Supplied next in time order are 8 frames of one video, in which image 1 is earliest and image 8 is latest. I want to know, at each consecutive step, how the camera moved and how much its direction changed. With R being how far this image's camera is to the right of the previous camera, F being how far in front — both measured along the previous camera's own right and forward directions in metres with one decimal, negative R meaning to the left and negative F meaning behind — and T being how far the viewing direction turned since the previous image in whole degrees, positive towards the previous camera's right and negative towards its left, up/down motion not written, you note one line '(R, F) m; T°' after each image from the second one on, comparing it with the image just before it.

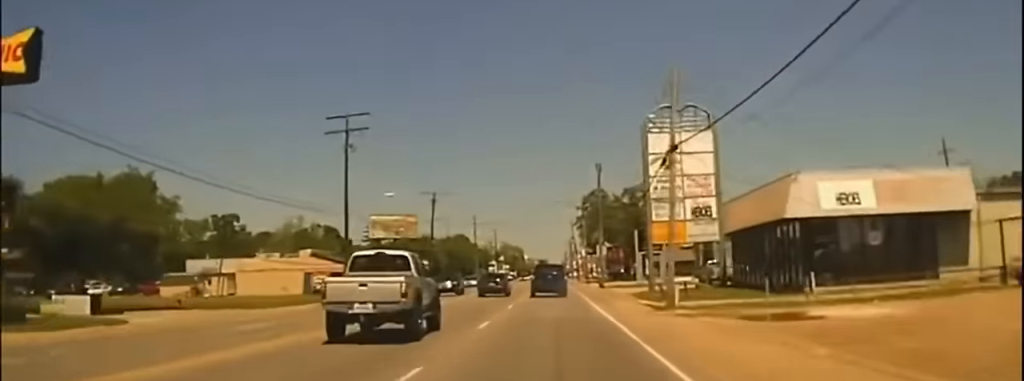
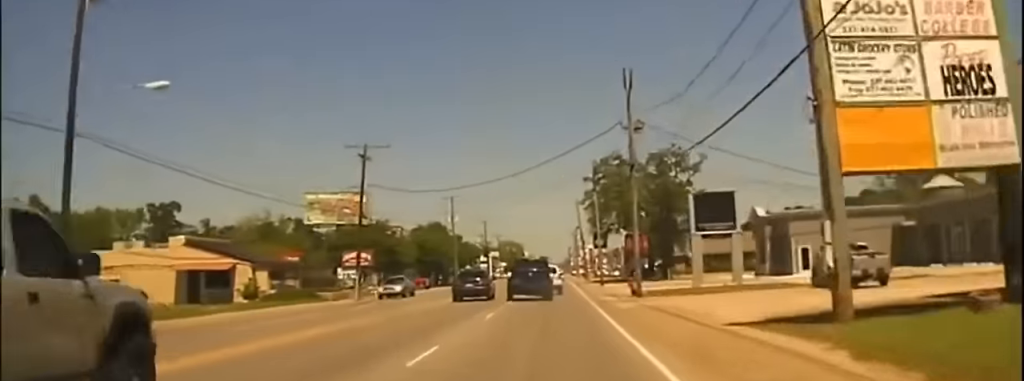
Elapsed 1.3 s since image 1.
(+0.4, +33.4) m; 0°
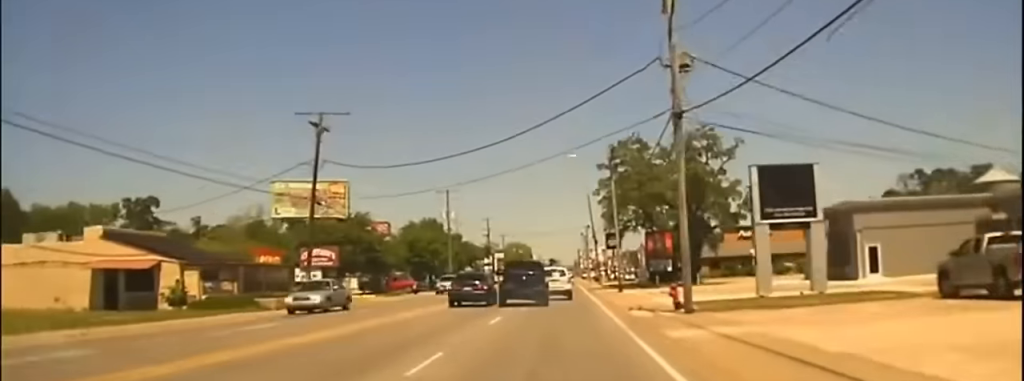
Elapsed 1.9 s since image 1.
(-0.2, +14.0) m; 0°
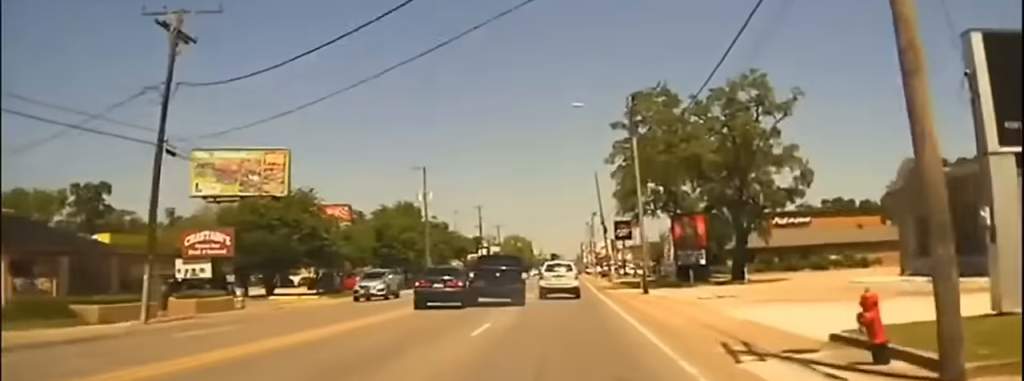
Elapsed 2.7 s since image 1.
(-0.2, +21.9) m; 0°
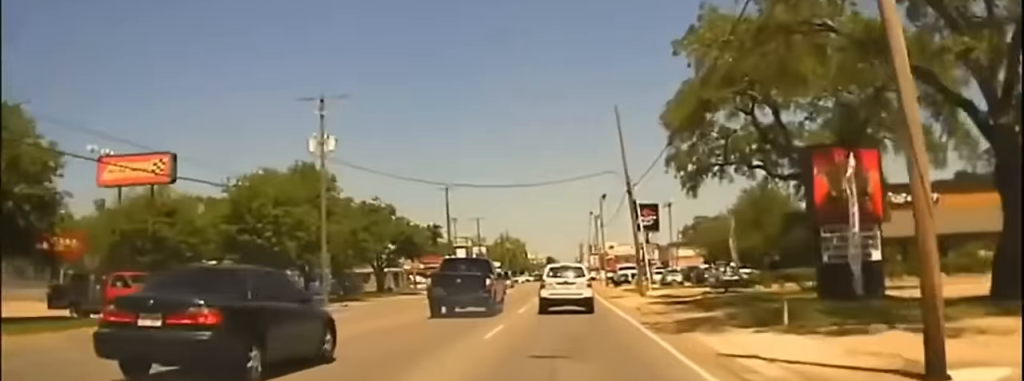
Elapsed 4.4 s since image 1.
(0.0, +41.0) m; -2°
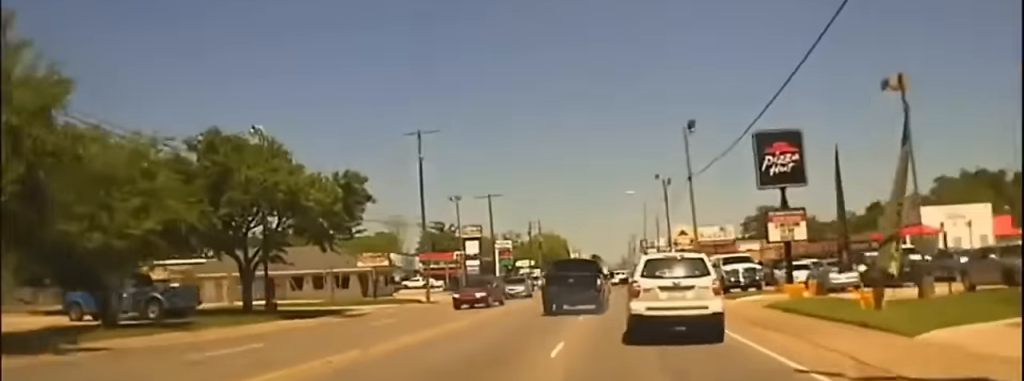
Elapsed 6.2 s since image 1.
(-1.2, +34.8) m; -2°
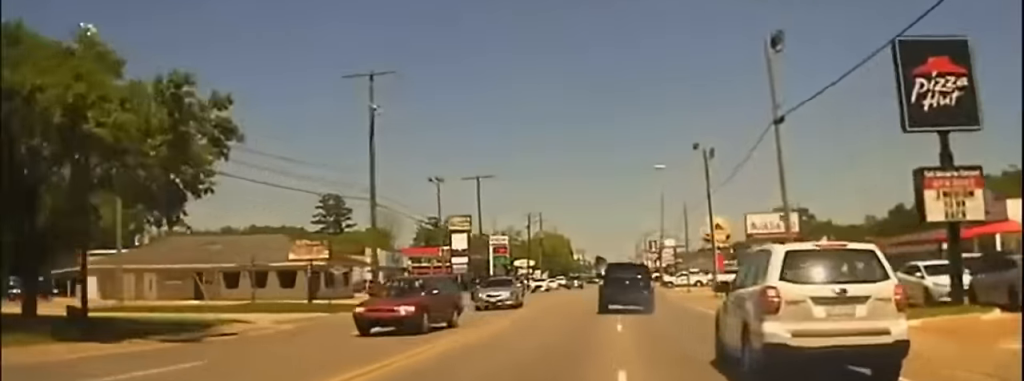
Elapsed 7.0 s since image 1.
(+0.1, +15.9) m; +1°
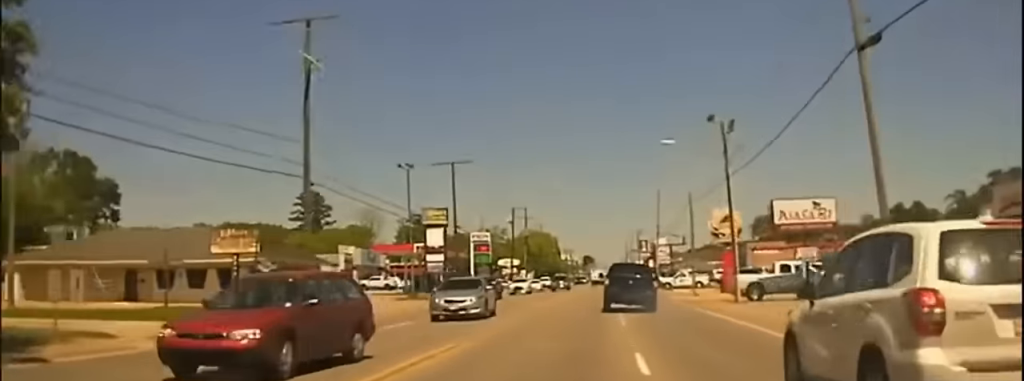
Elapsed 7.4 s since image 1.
(0.0, +7.7) m; 0°
